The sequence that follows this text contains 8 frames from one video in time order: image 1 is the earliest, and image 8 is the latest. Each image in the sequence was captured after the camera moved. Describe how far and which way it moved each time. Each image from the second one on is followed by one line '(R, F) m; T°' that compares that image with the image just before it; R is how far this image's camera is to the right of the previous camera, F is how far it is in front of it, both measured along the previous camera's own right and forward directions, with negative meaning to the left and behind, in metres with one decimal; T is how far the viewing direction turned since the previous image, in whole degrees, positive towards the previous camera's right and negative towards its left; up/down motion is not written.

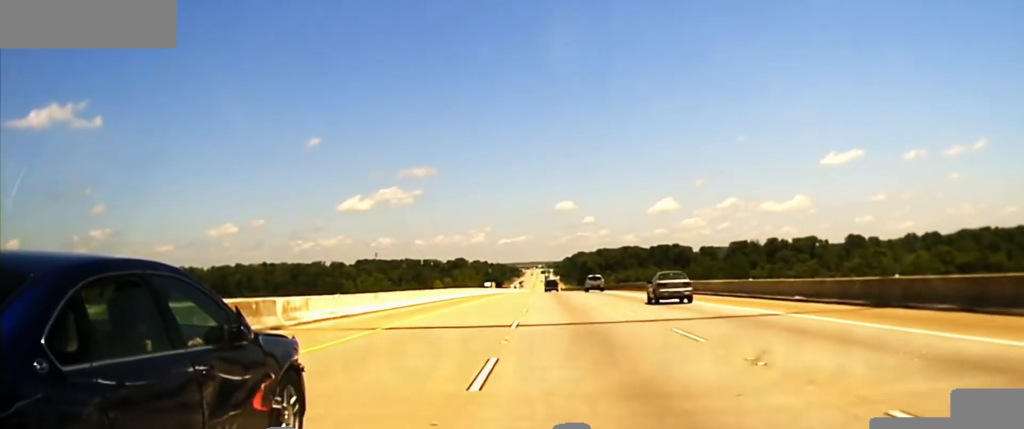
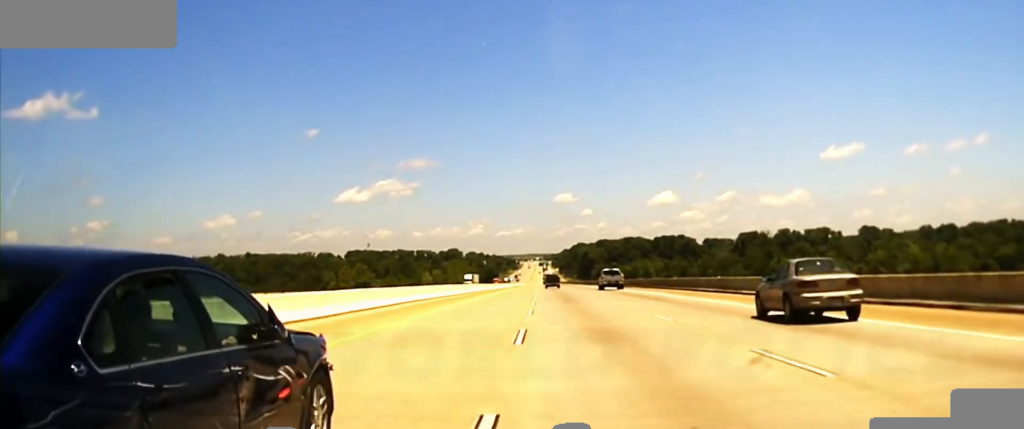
(+0.1, +36.6) m; 0°
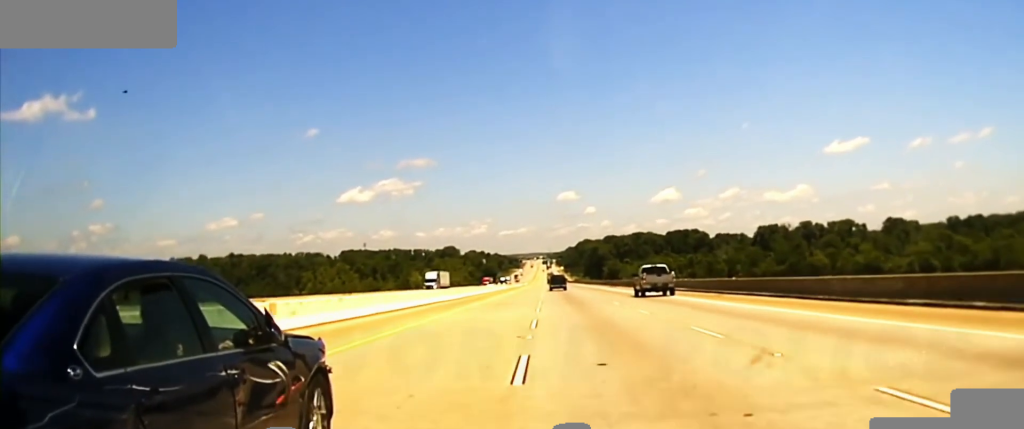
(0.0, +51.6) m; 0°
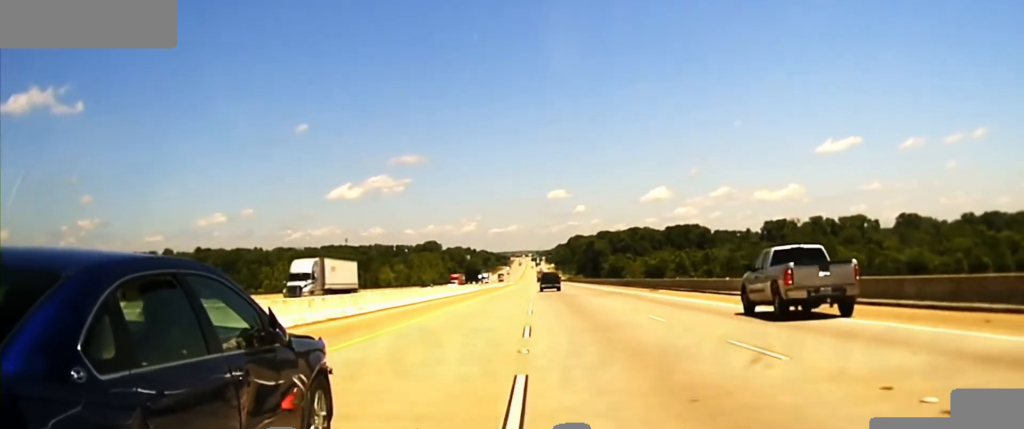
(-0.1, +50.8) m; 0°
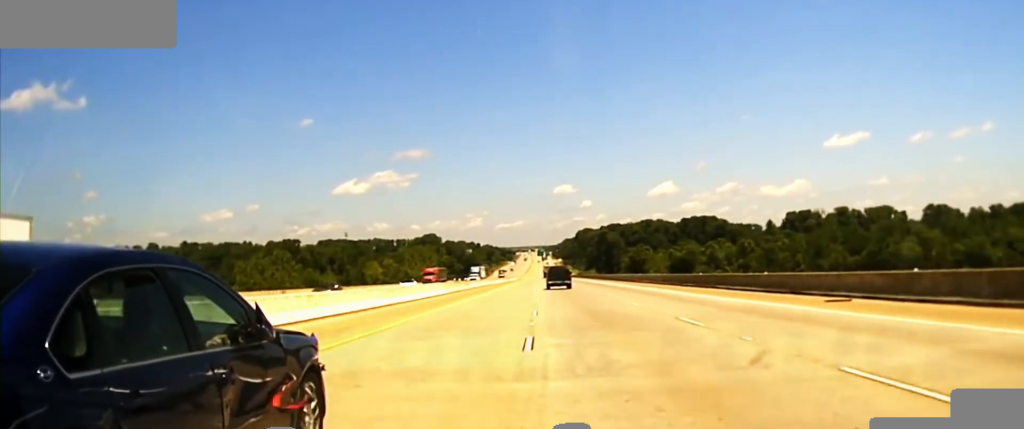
(-0.2, +42.3) m; 0°
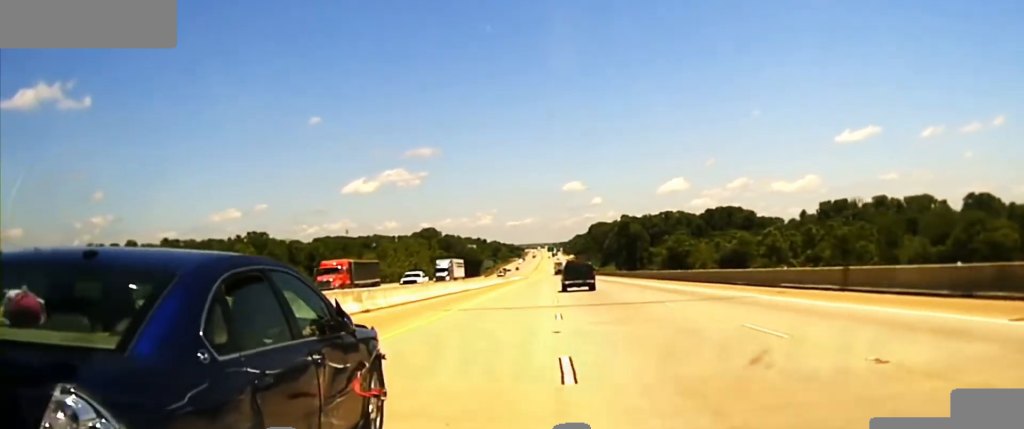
(-0.1, +57.6) m; 0°
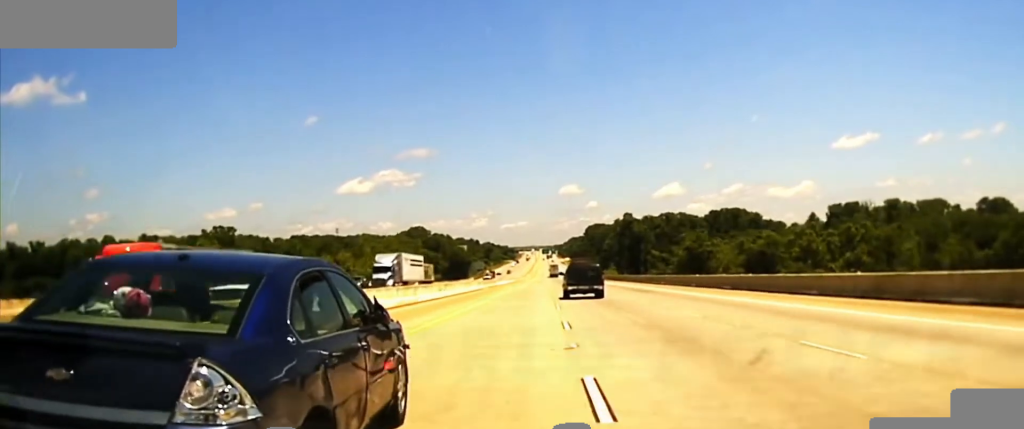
(0.0, +28.7) m; 0°
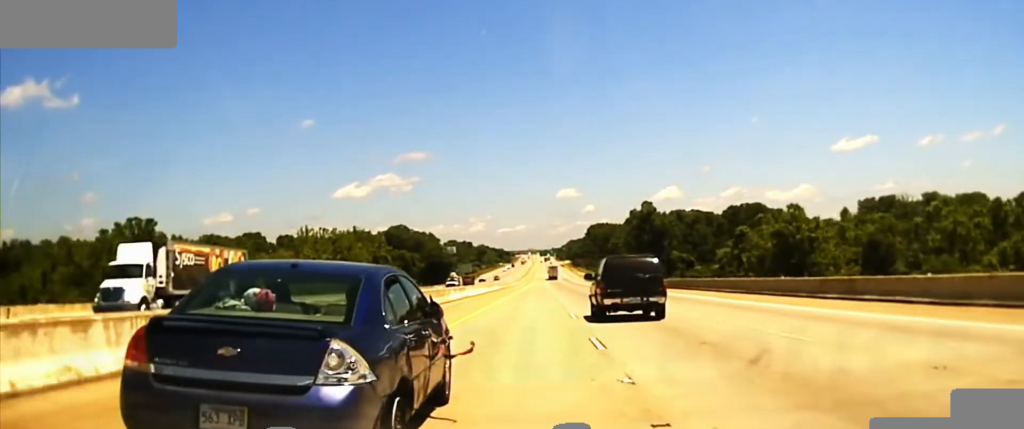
(+0.1, +51.7) m; +1°
